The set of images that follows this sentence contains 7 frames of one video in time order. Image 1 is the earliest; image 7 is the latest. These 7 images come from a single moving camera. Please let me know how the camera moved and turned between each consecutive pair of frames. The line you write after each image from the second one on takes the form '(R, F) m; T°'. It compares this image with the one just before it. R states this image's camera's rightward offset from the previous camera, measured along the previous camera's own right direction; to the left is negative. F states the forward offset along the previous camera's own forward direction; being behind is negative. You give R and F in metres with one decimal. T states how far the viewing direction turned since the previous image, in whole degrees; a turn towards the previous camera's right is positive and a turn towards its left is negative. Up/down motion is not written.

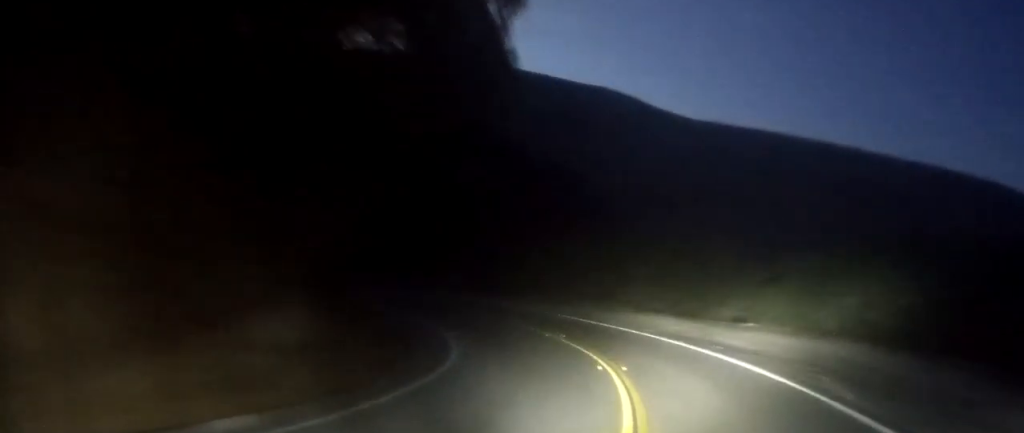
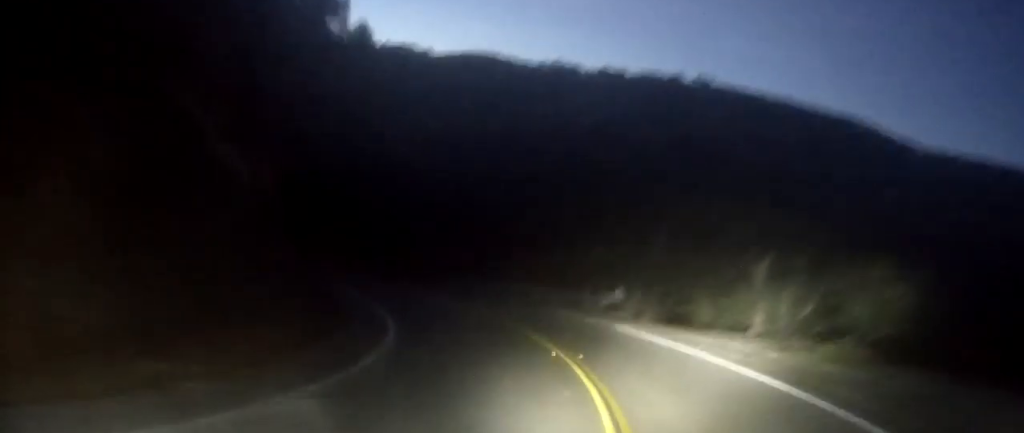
(-3.8, +15.2) m; -23°
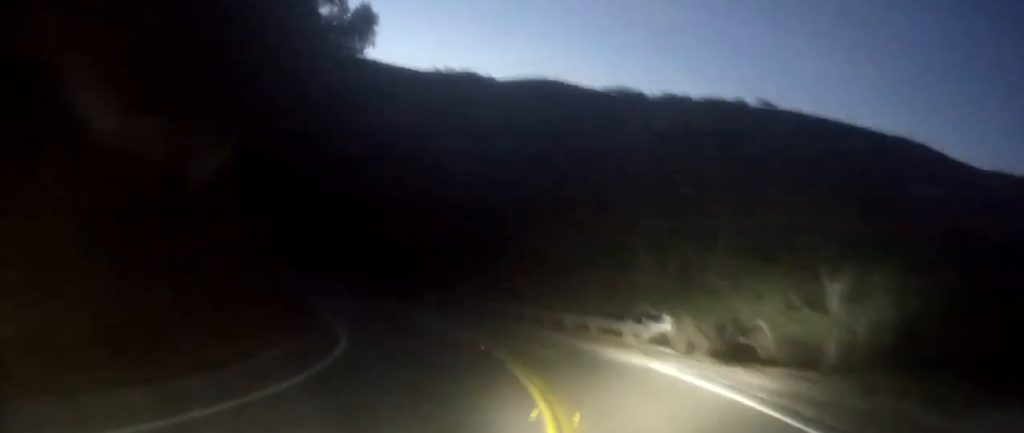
(0.0, +4.9) m; -7°
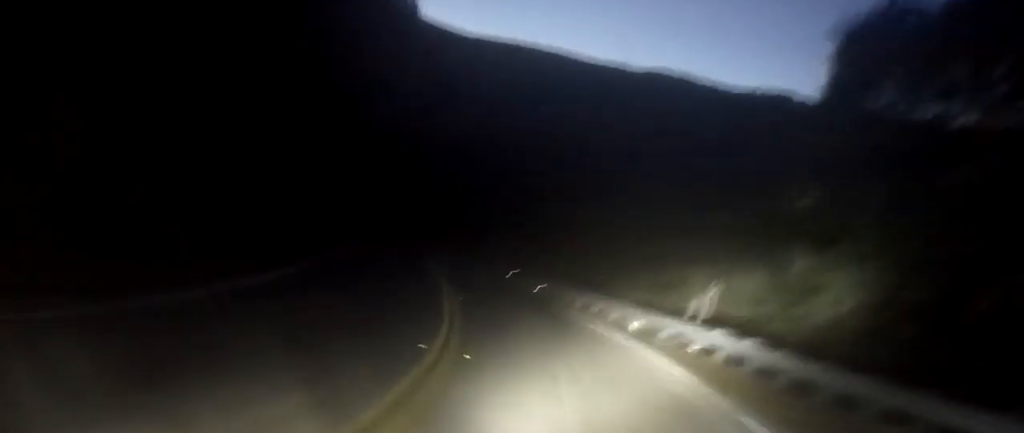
(-3.3, +14.8) m; -26°
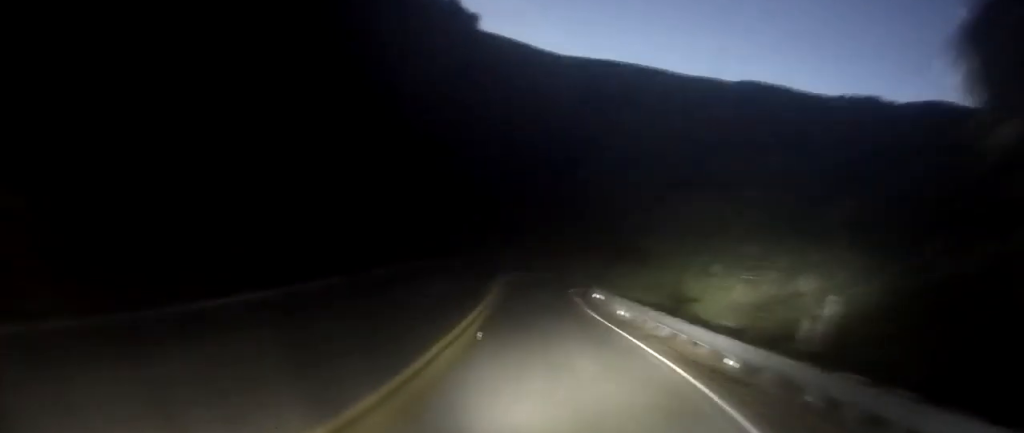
(-0.5, +4.8) m; -7°
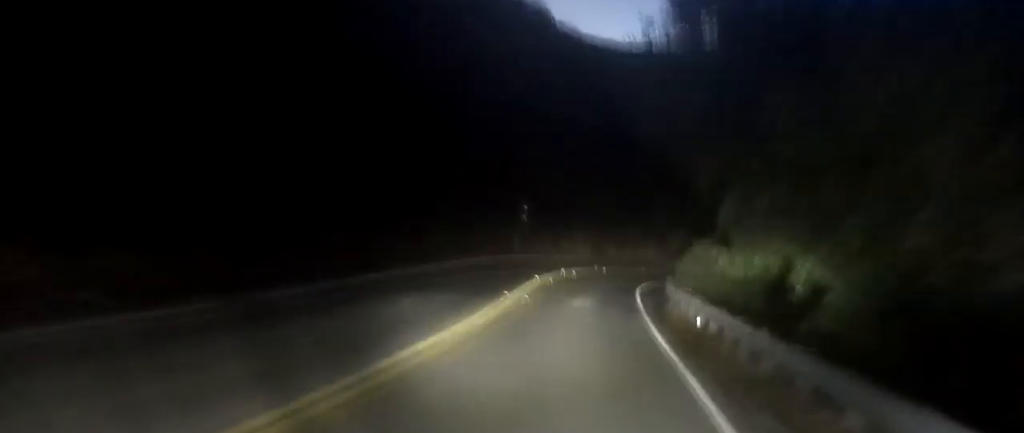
(-0.8, +7.6) m; -12°
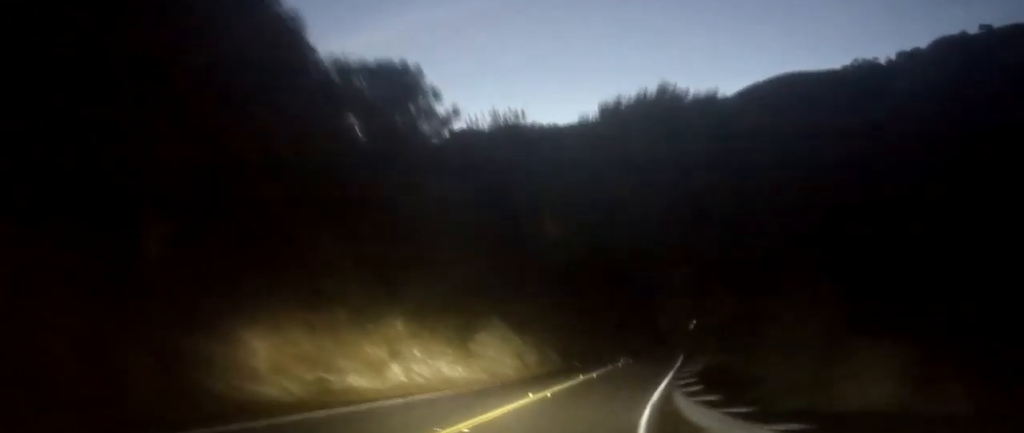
(+0.2, +32.0) m; +12°
